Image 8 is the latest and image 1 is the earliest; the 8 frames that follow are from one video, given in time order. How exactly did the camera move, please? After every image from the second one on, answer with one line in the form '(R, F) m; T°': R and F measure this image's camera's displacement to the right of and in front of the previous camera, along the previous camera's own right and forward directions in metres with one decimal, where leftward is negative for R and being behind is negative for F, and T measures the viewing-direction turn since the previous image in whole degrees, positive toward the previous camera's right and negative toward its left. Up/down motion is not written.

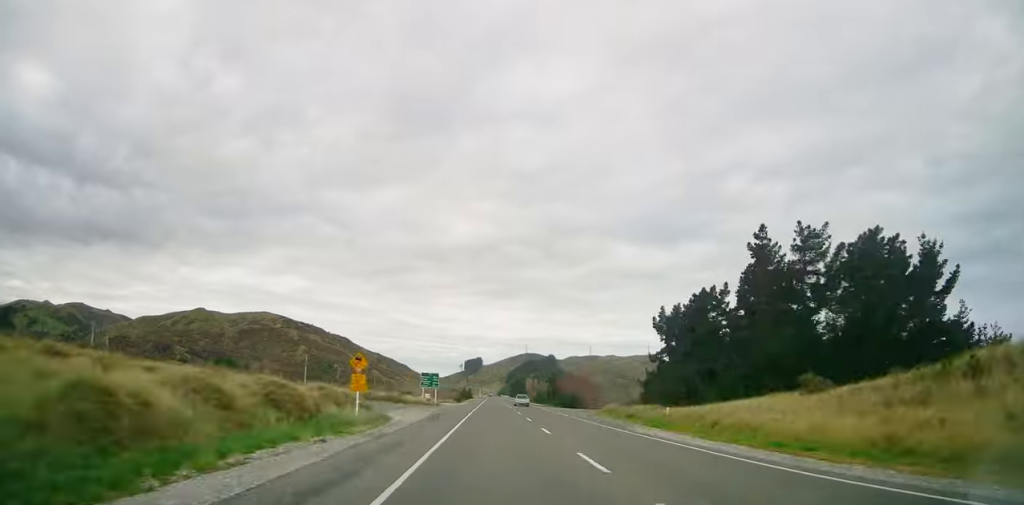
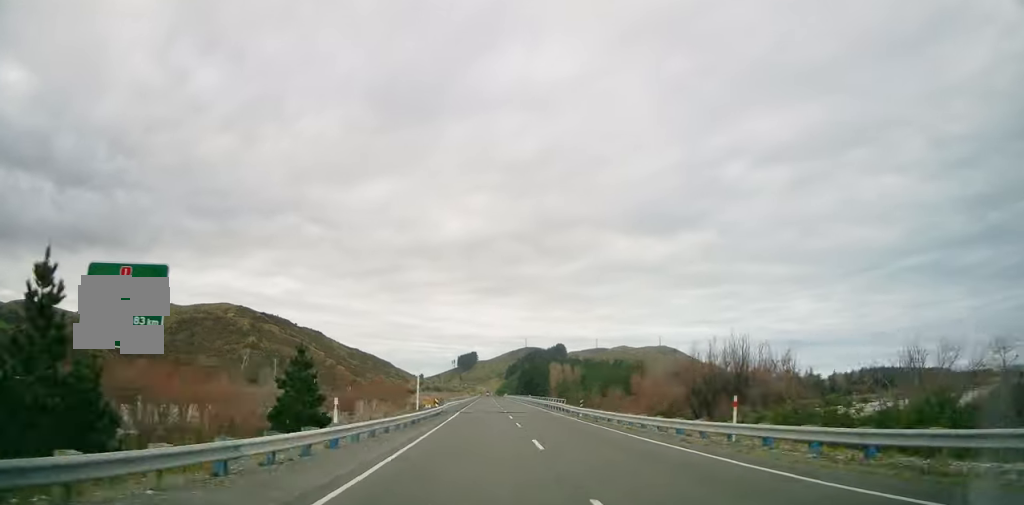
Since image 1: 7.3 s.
(+0.4, +168.7) m; 0°
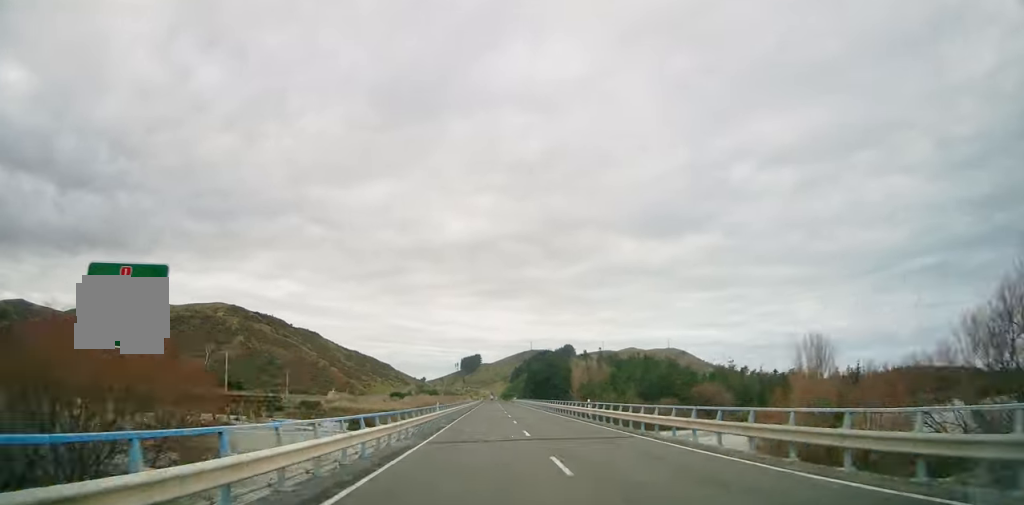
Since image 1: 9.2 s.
(+0.1, +43.6) m; 0°
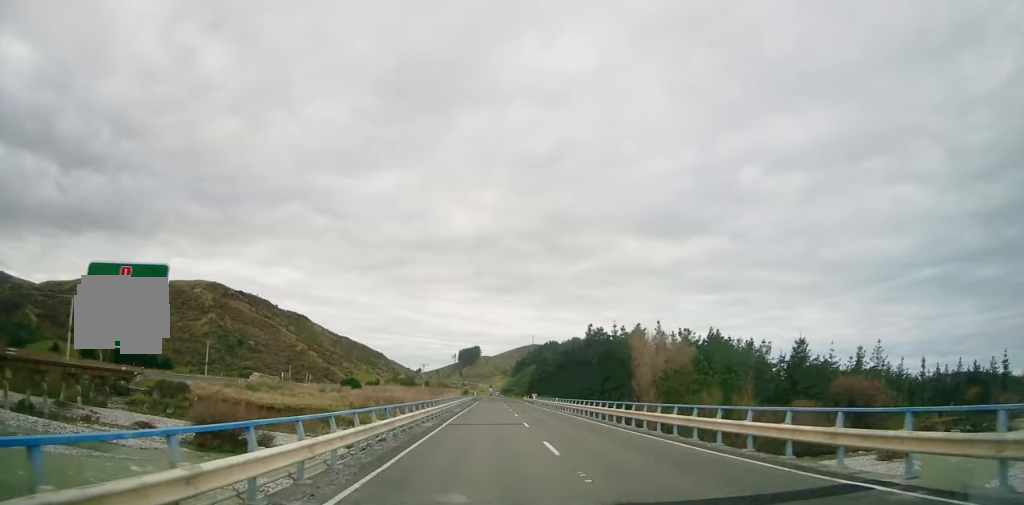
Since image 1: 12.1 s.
(+0.3, +68.8) m; 0°
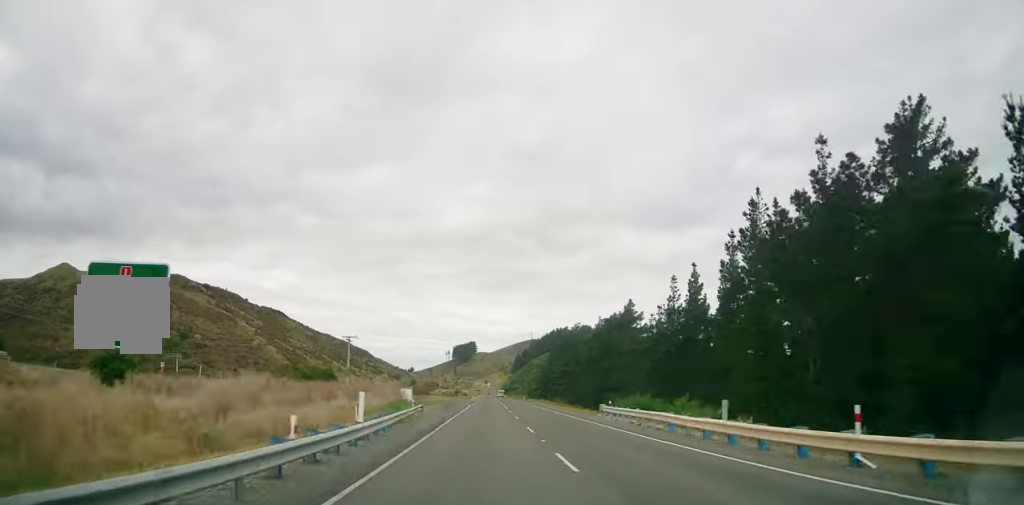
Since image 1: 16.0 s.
(-0.3, +92.2) m; -1°
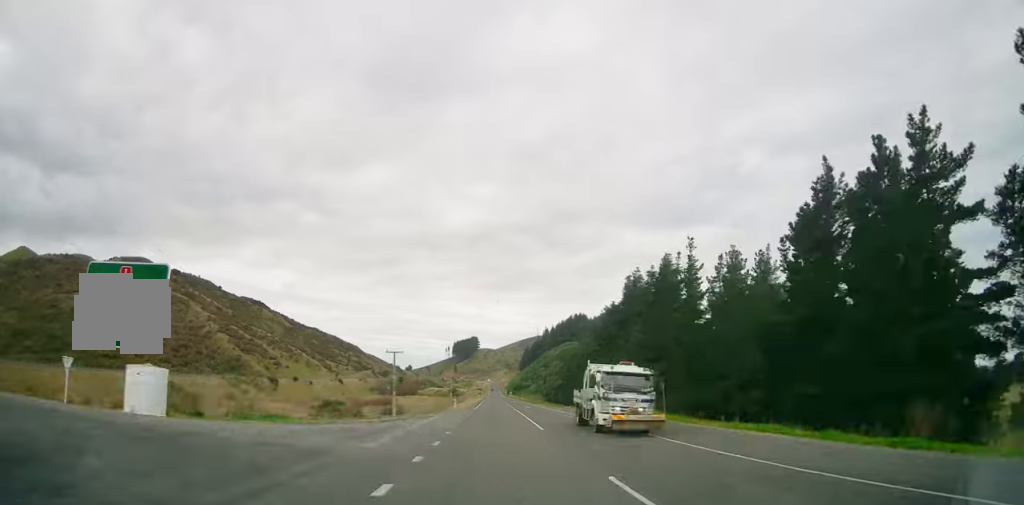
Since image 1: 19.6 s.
(-1.4, +87.2) m; 0°
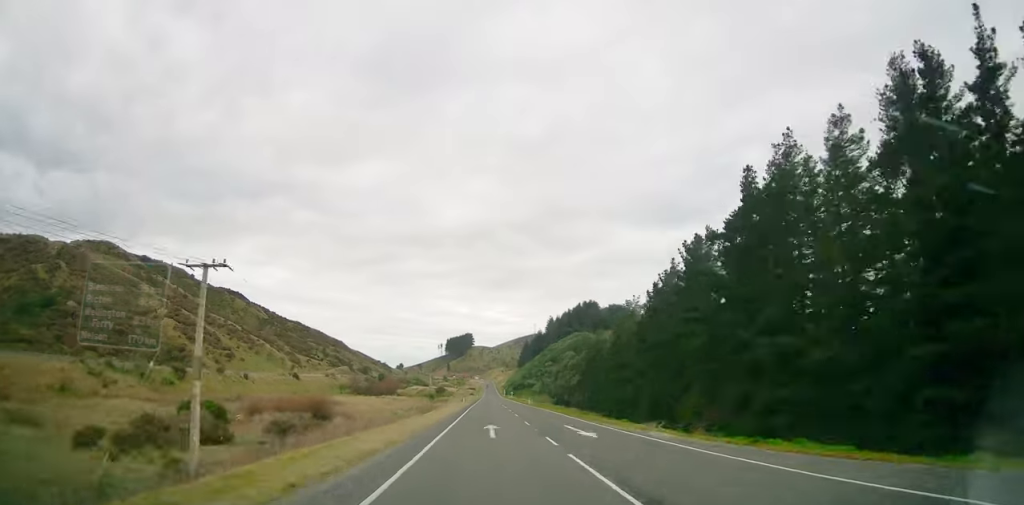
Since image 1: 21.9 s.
(+0.8, +55.6) m; +1°
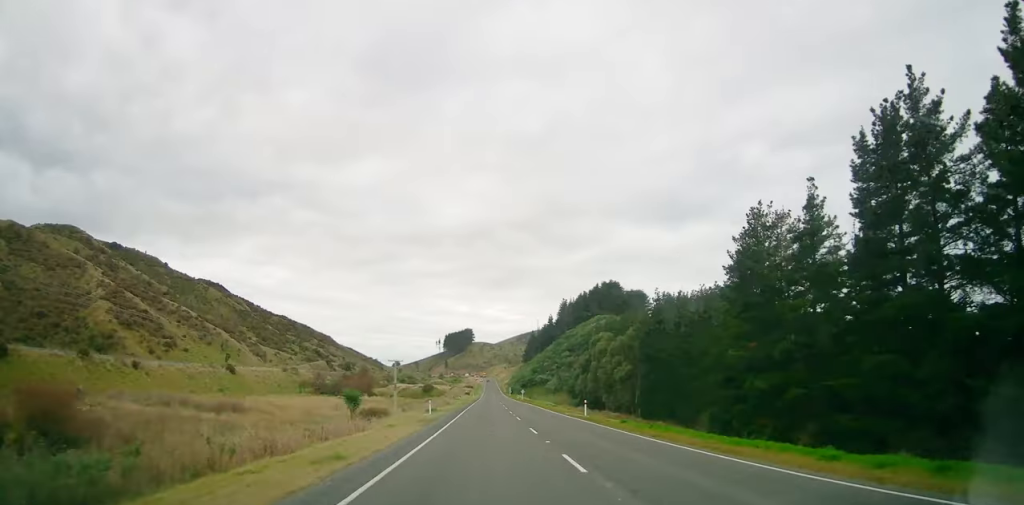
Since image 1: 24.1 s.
(+0.4, +55.7) m; 0°
